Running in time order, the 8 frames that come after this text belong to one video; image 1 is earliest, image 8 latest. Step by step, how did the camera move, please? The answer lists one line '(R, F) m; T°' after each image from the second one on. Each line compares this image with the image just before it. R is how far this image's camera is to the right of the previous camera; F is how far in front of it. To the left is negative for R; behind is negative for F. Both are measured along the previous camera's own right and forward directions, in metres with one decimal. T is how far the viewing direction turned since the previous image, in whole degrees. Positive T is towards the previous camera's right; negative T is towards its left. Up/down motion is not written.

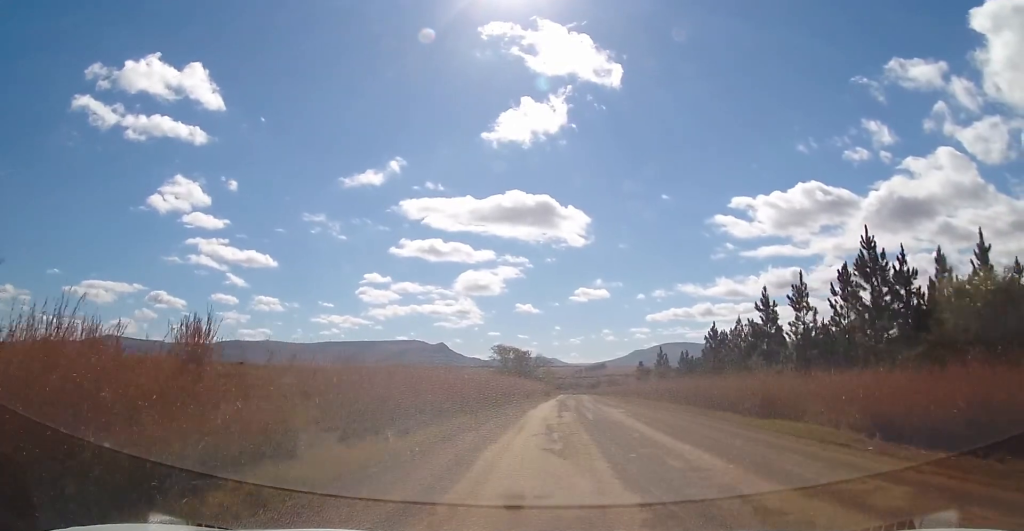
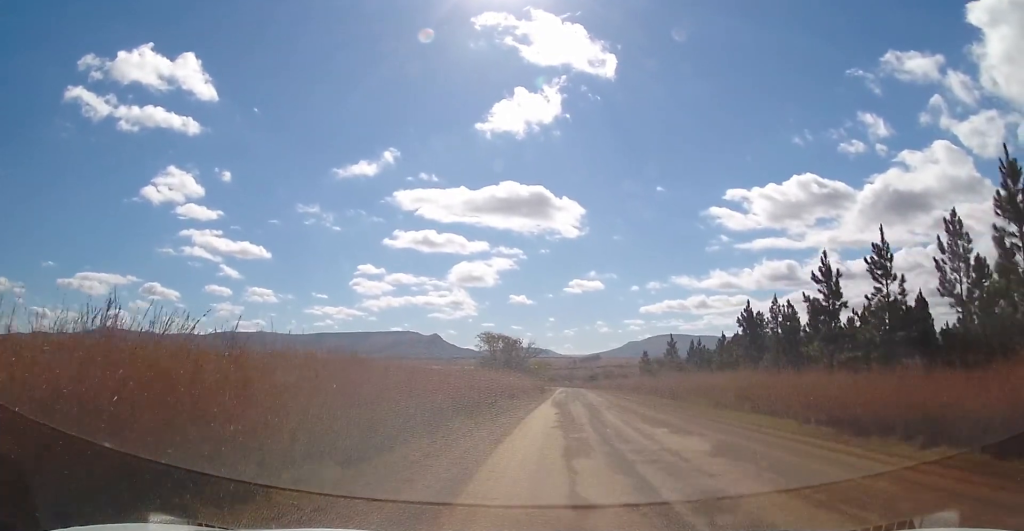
(+0.3, +14.3) m; +1°
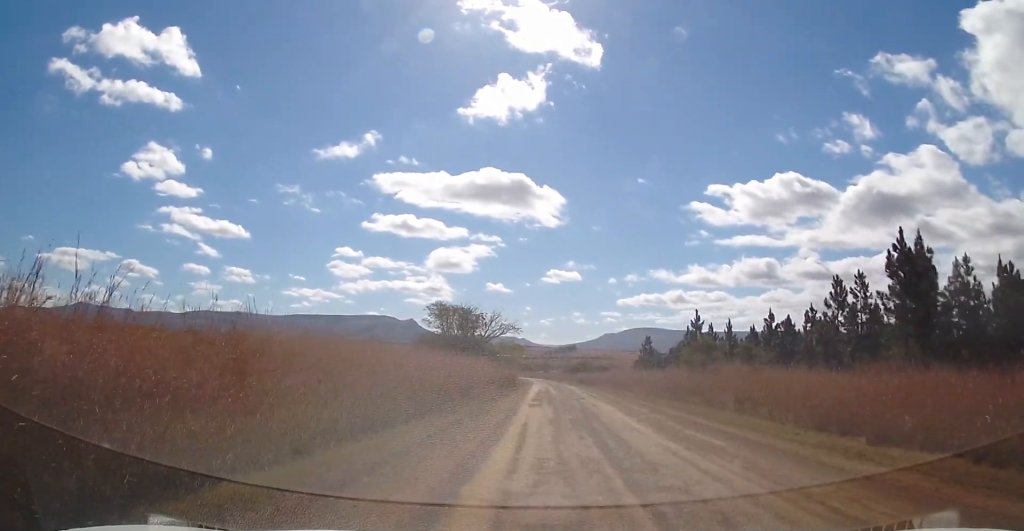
(+0.3, +28.8) m; +2°
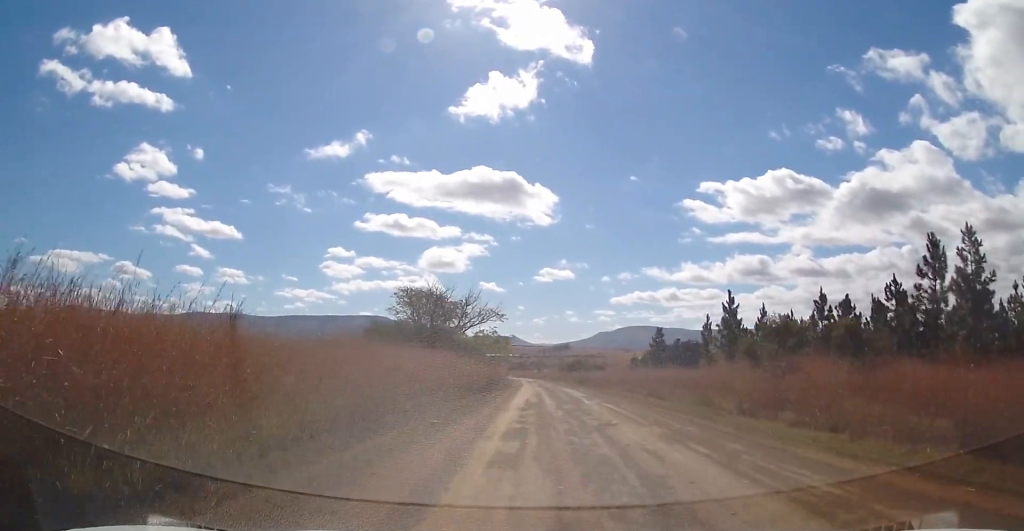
(+0.3, +14.4) m; +1°
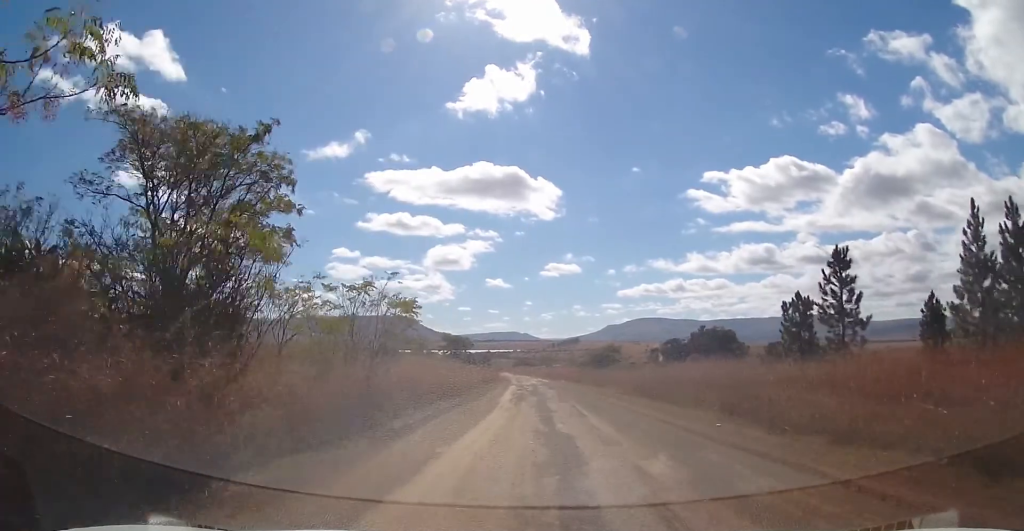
(-0.7, +49.5) m; -2°
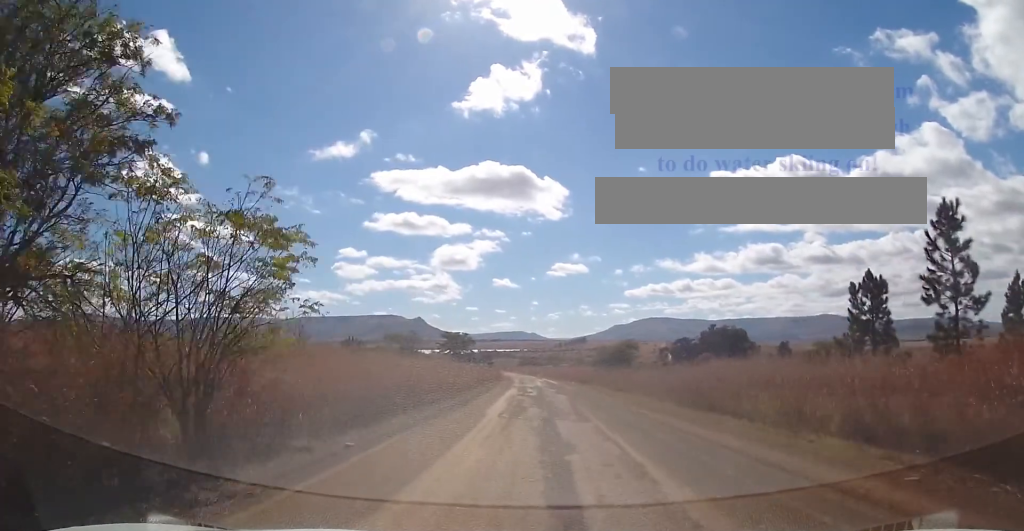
(0.0, +9.5) m; -1°
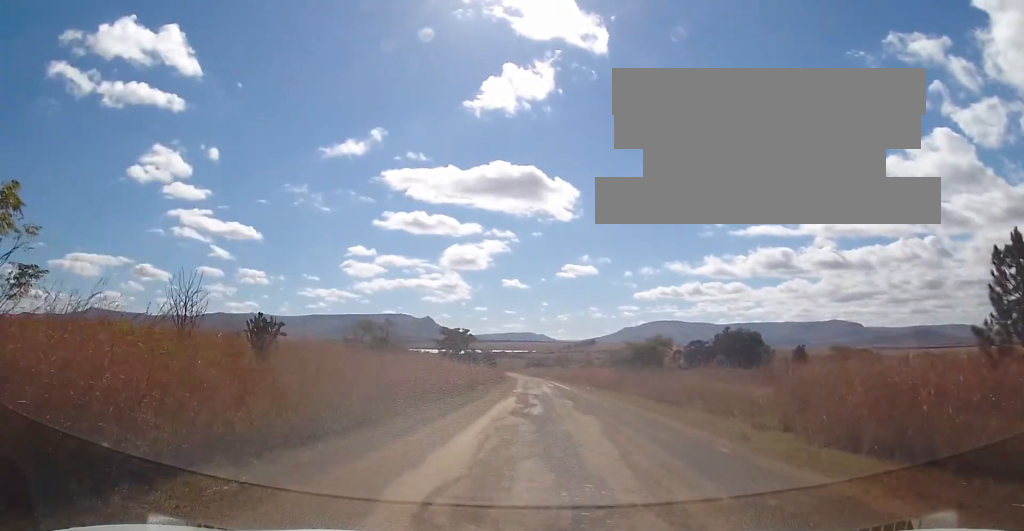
(0.0, +12.2) m; -1°
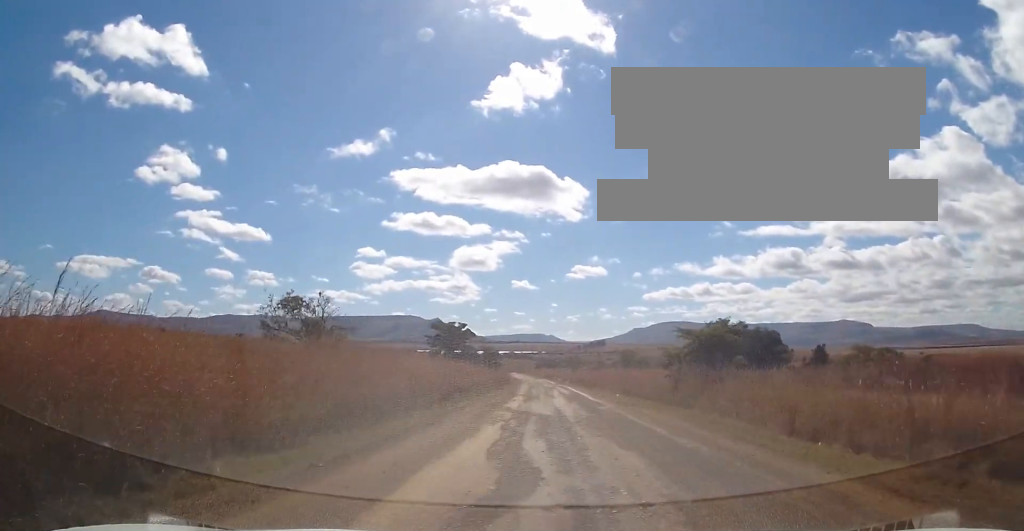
(-0.4, +16.3) m; 0°
